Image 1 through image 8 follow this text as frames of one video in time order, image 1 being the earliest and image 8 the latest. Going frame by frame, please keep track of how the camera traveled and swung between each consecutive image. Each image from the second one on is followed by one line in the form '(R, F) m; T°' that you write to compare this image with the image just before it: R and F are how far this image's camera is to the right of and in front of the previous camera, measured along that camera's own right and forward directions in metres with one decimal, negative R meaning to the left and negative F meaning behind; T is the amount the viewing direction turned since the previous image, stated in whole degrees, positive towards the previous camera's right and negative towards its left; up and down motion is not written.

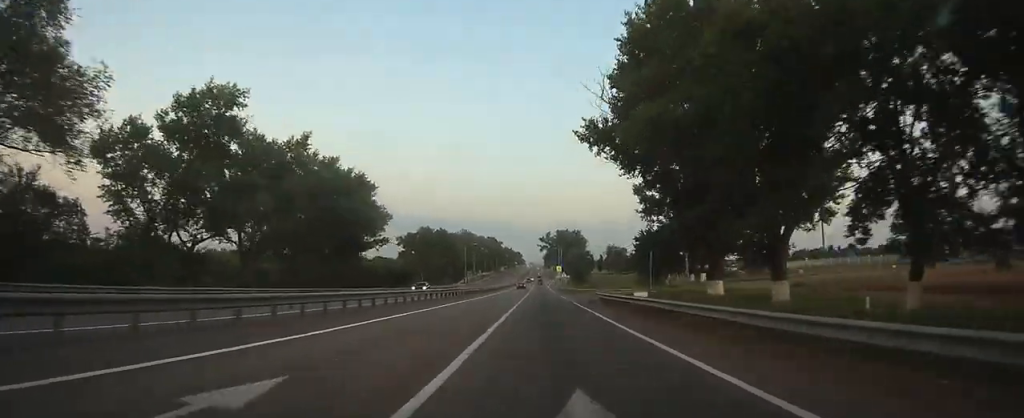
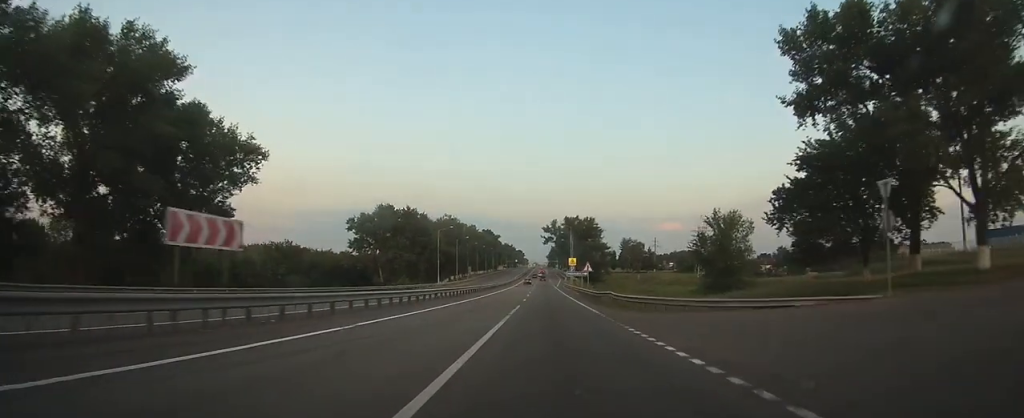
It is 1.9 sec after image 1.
(0.0, +47.9) m; 0°
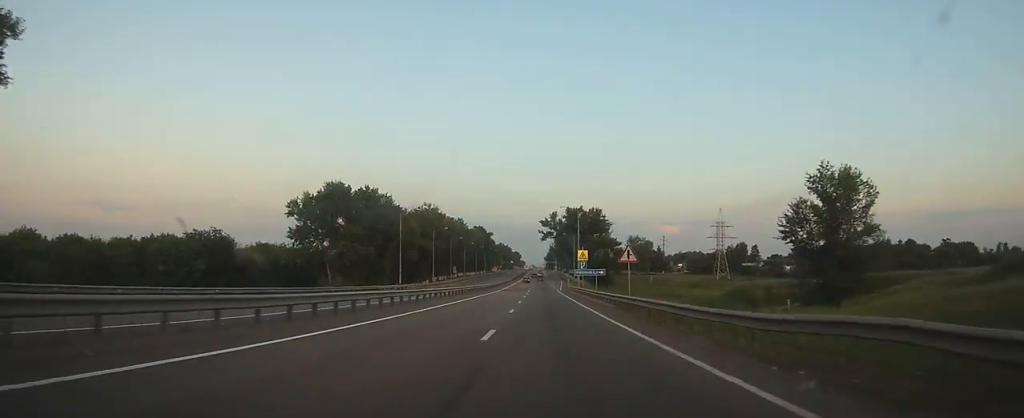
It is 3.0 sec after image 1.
(0.0, +29.6) m; 0°
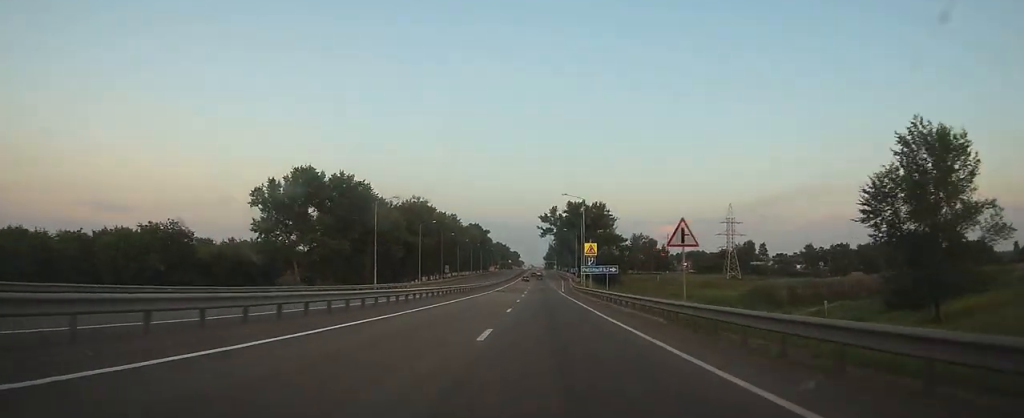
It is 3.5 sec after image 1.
(0.0, +12.6) m; 0°
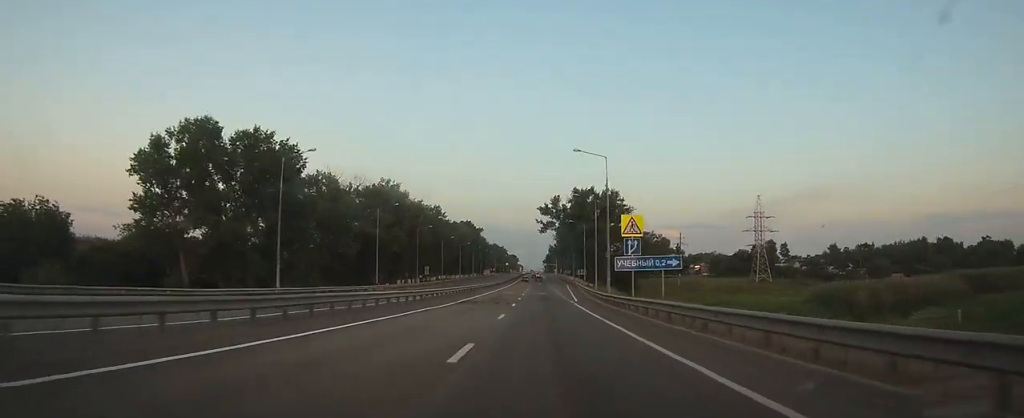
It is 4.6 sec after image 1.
(0.0, +27.5) m; 0°
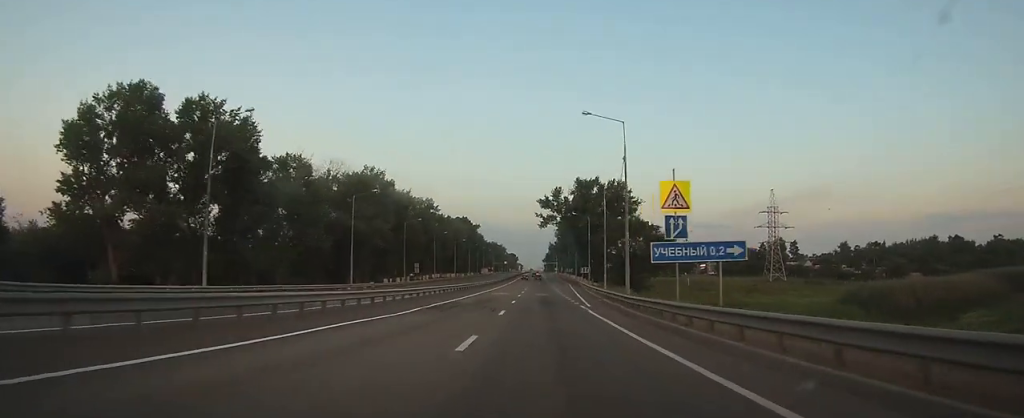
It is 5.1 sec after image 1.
(0.0, +10.8) m; 0°
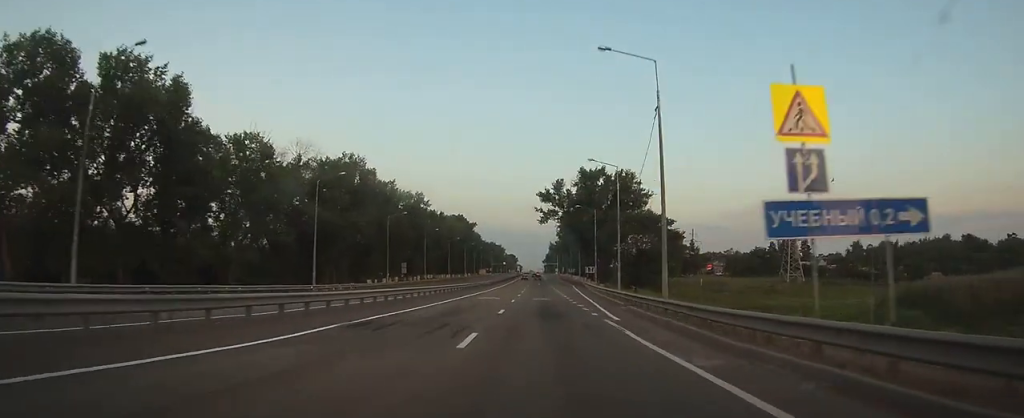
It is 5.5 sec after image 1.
(0.0, +11.5) m; 0°
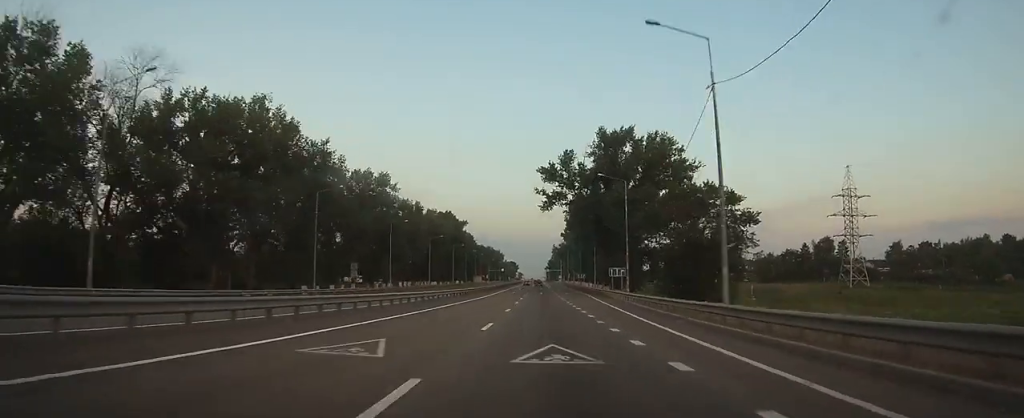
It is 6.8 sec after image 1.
(+0.1, +31.1) m; 0°
